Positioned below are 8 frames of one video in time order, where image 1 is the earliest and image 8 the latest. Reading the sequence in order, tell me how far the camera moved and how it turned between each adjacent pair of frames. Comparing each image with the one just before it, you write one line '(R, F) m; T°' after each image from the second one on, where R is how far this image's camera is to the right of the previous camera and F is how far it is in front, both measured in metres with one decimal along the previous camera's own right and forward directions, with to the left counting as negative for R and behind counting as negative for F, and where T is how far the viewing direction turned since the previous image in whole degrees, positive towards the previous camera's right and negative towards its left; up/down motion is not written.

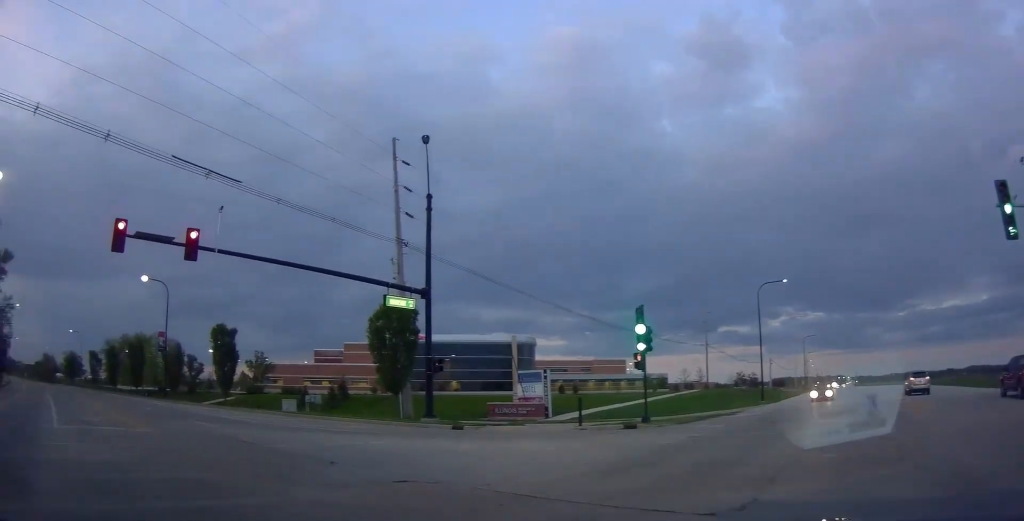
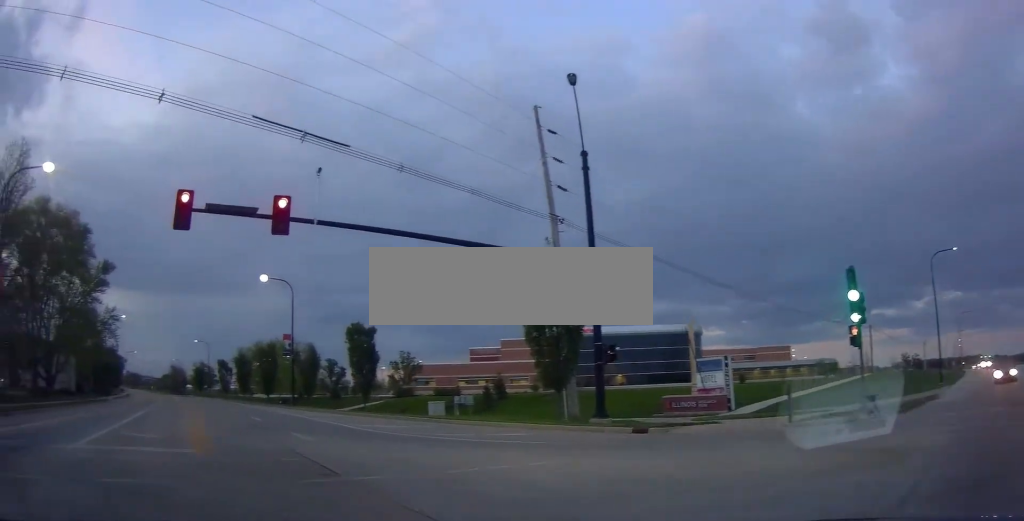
(-0.7, +4.6) m; -14°
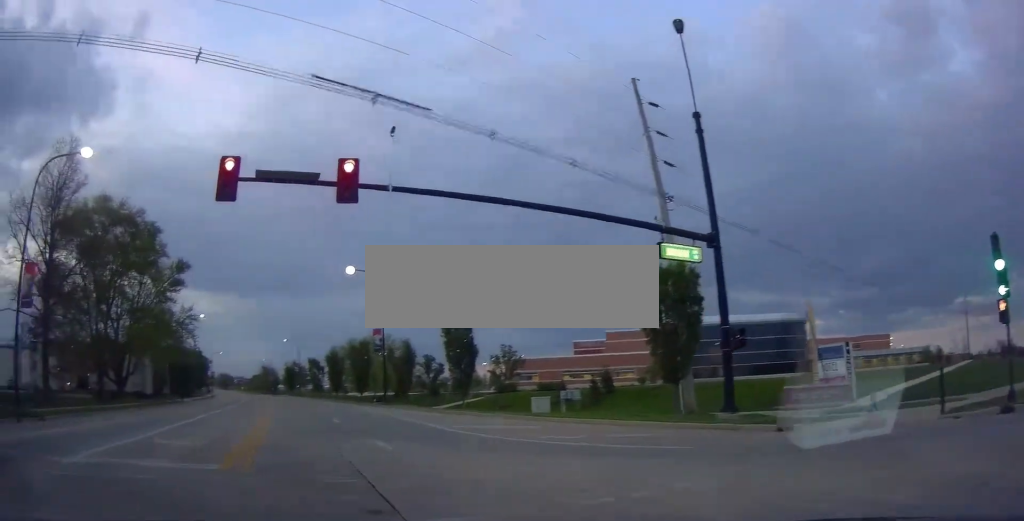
(-0.1, +3.0) m; -9°
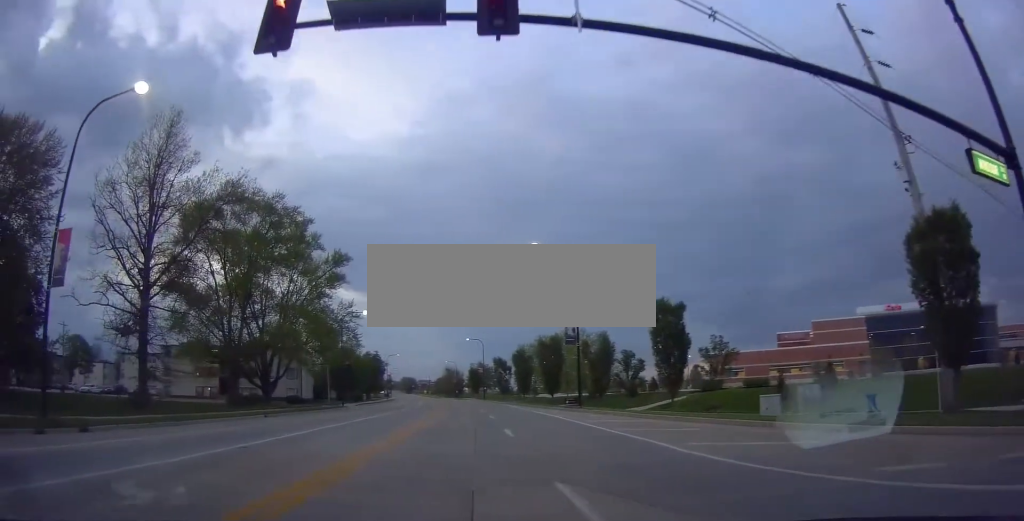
(-1.1, +7.1) m; -17°
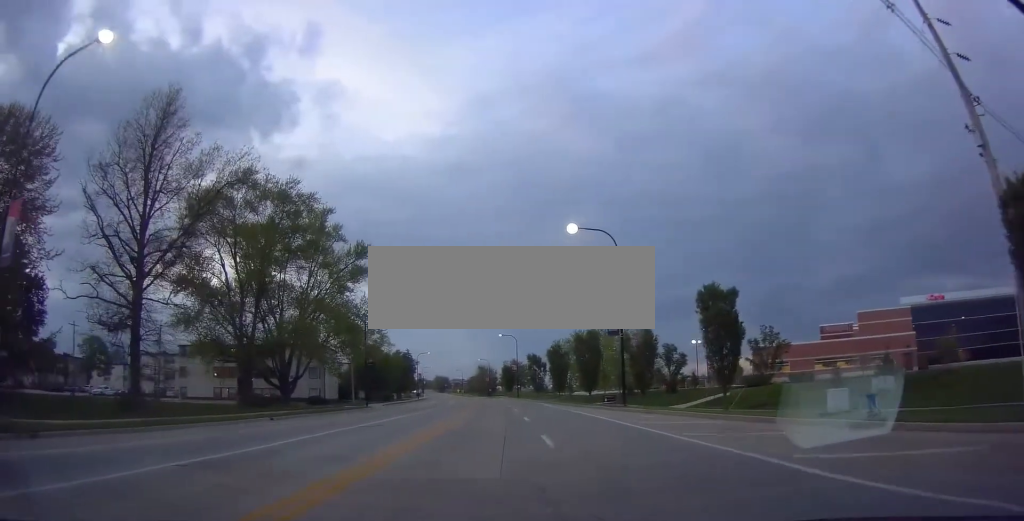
(-0.3, +4.0) m; -5°
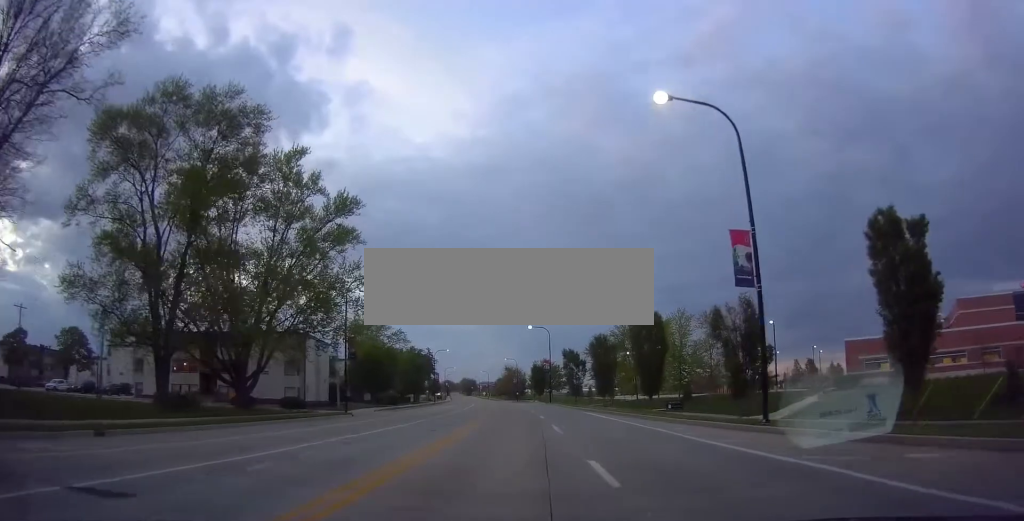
(-1.1, +16.3) m; 0°
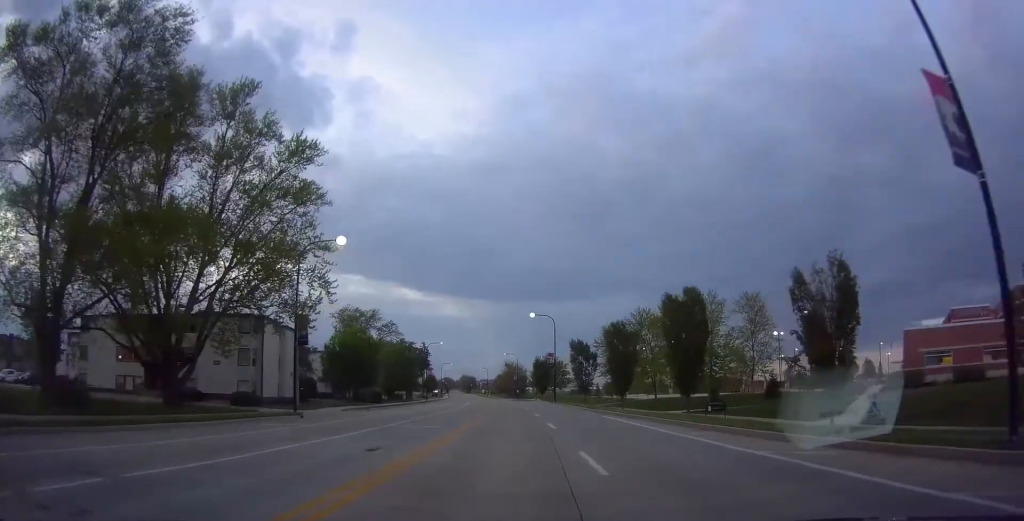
(+0.4, +10.4) m; +1°
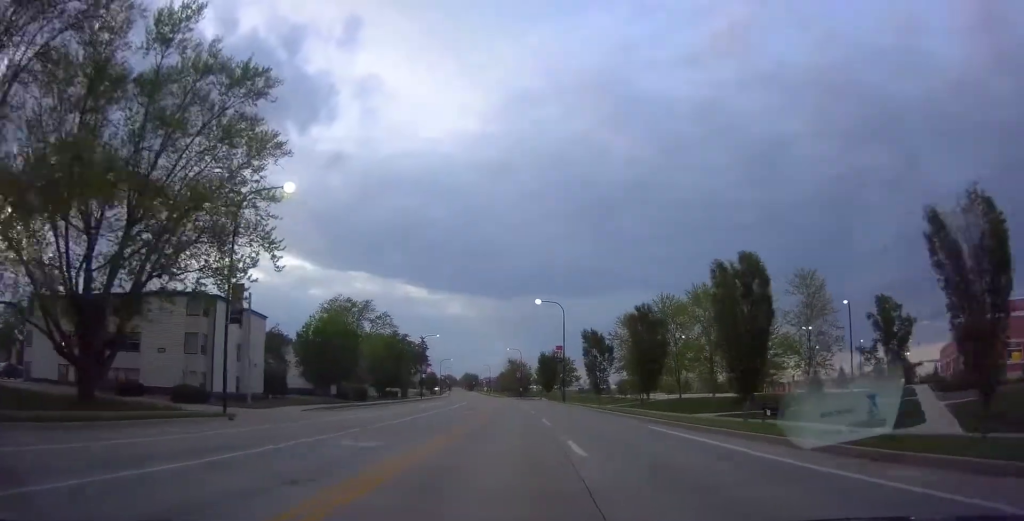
(0.0, +9.8) m; -1°
